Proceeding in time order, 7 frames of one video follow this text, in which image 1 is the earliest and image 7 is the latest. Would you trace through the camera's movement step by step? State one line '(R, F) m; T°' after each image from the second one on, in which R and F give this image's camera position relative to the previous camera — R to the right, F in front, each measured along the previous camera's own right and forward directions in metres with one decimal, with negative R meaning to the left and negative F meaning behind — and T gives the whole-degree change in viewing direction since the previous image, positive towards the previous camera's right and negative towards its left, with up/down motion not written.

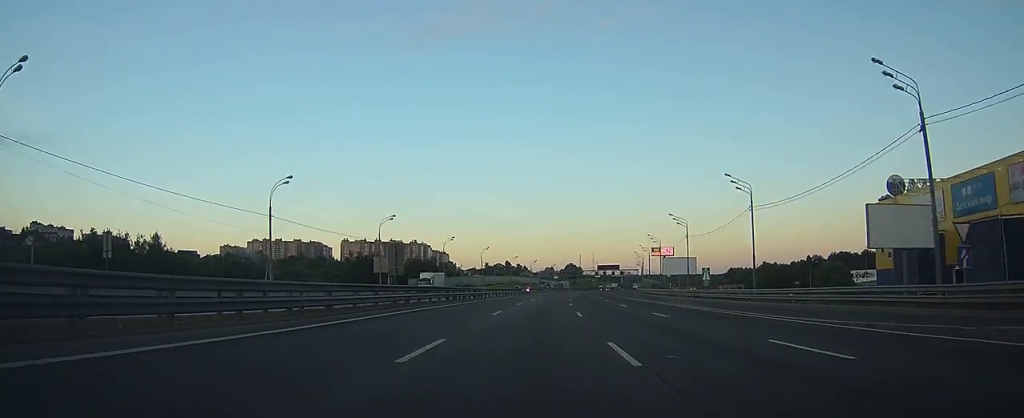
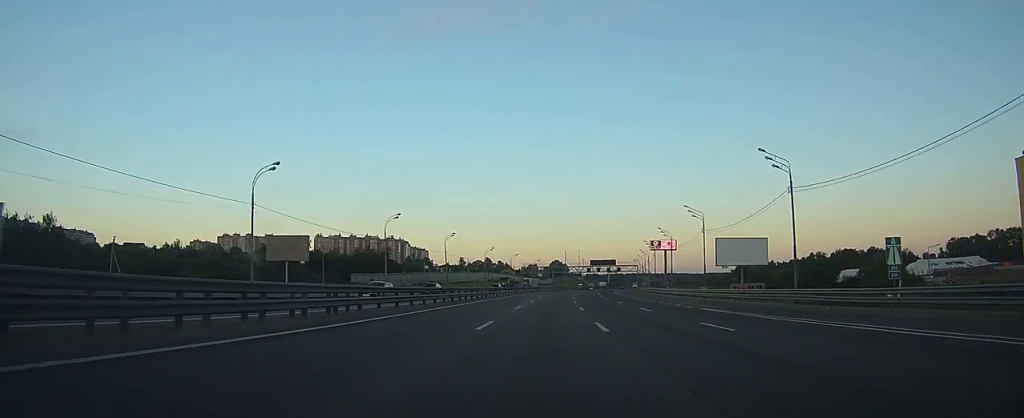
(+0.6, +40.6) m; +2°
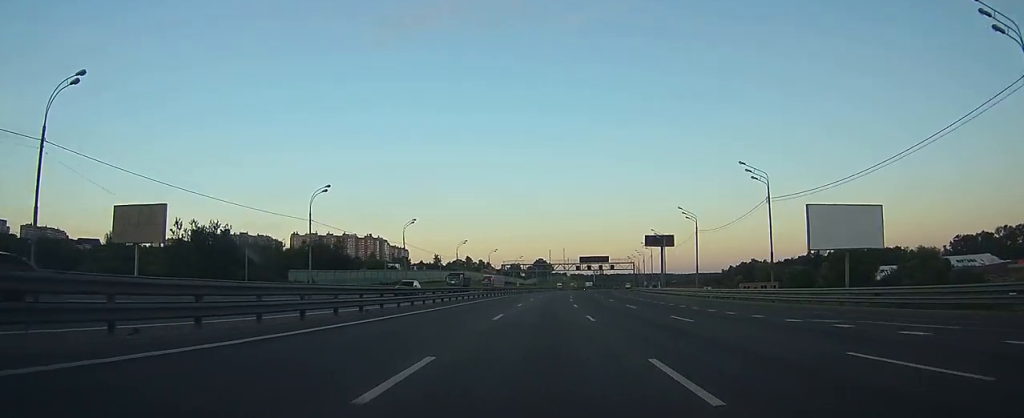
(+0.3, +26.7) m; +1°
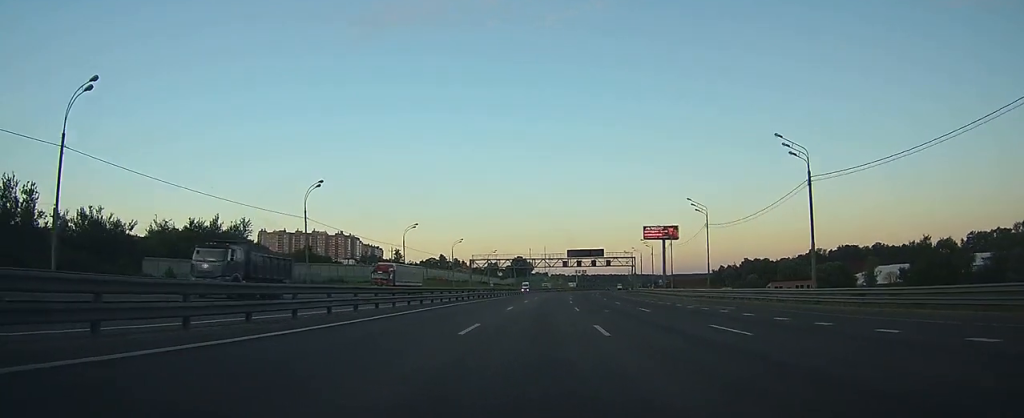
(+0.6, +38.3) m; +2°
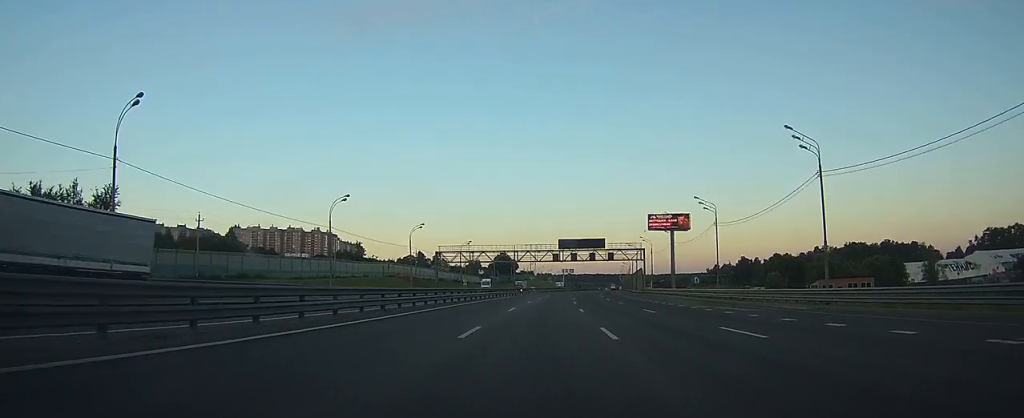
(+0.5, +32.2) m; +1°
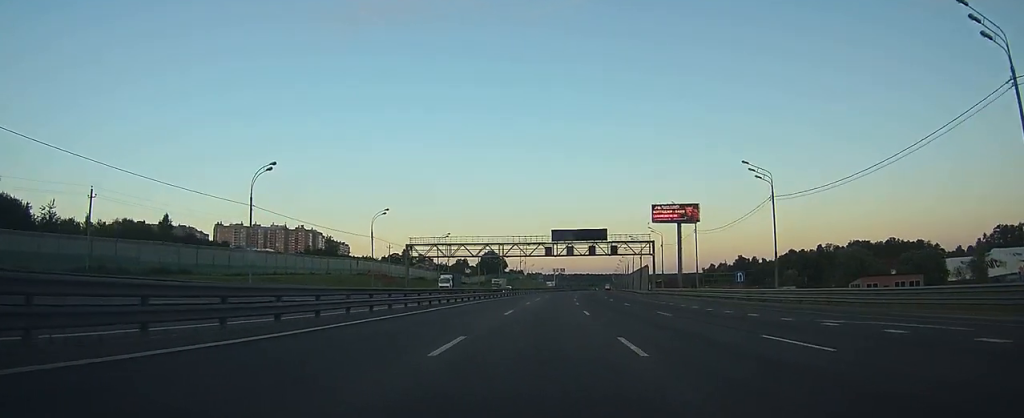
(+0.1, +19.6) m; +1°
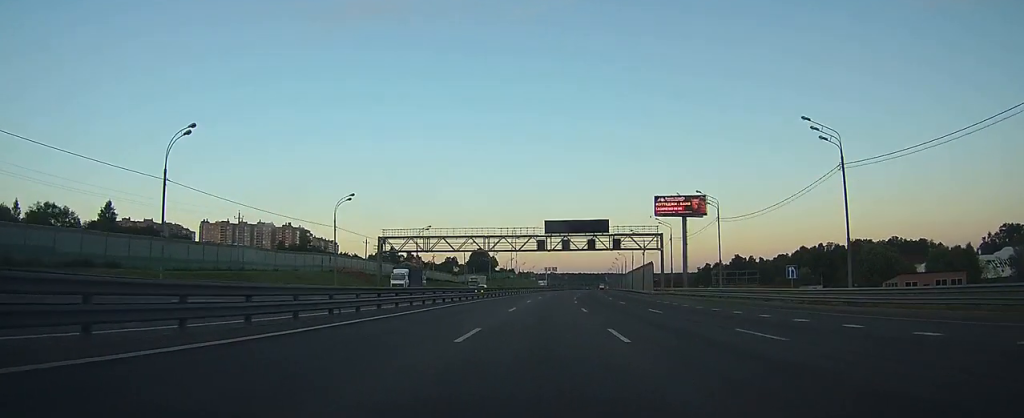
(0.0, +13.4) m; +1°
